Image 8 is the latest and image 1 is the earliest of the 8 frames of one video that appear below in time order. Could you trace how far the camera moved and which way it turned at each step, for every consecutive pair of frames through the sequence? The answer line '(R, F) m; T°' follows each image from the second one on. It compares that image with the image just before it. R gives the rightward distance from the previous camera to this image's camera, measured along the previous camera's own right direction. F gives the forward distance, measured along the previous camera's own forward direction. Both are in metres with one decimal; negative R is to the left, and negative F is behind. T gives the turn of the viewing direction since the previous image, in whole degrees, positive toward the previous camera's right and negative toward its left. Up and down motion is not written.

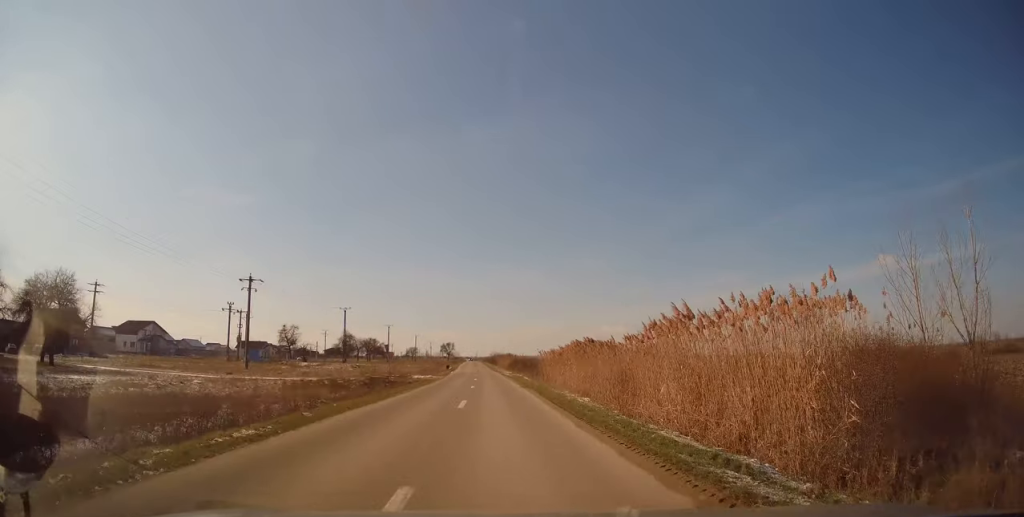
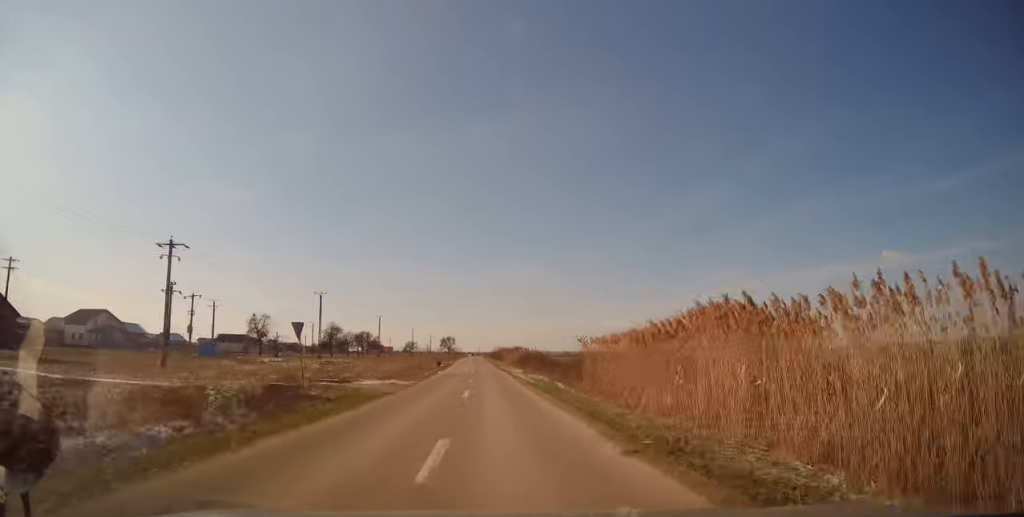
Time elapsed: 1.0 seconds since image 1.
(-0.4, +20.6) m; 0°
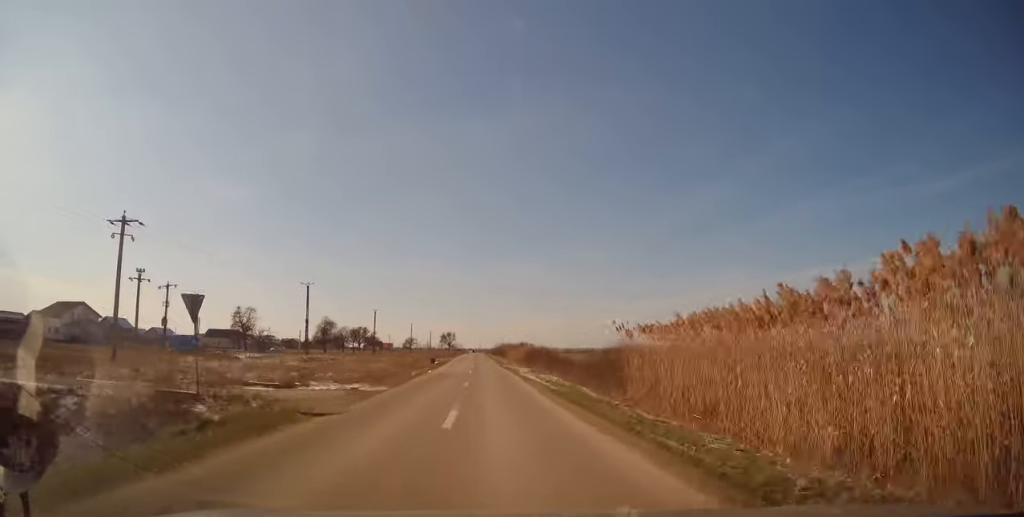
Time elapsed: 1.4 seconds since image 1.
(-0.1, +8.3) m; 0°
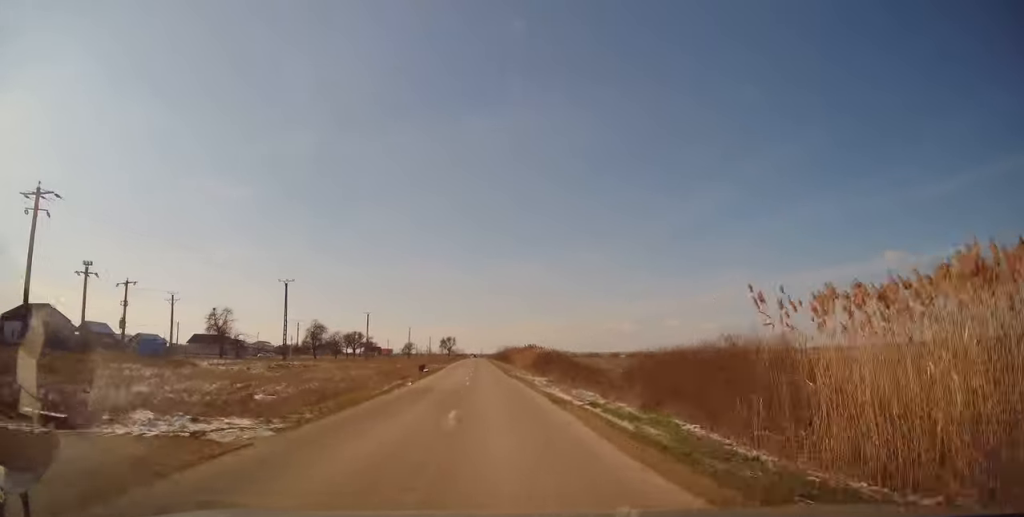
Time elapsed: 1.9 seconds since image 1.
(+0.3, +11.2) m; +1°
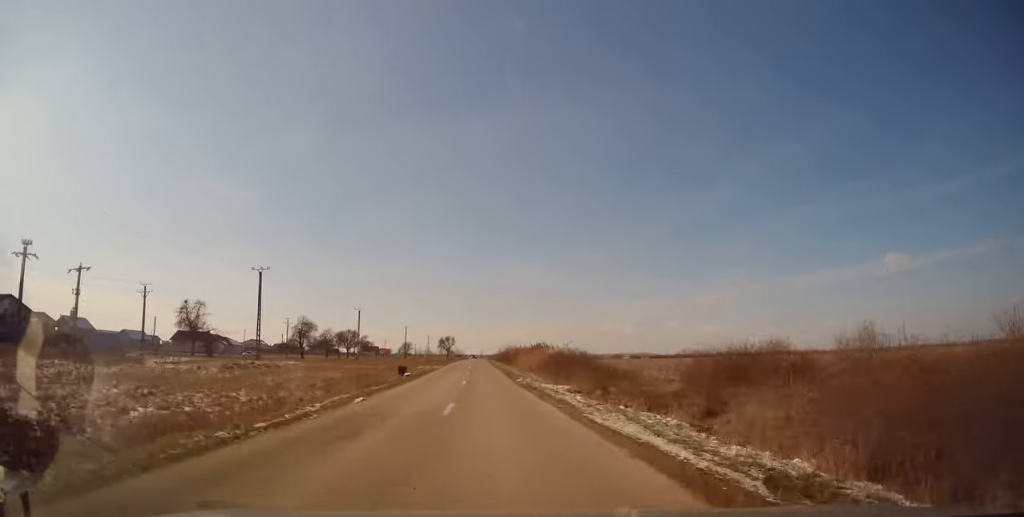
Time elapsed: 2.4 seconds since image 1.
(+0.1, +10.5) m; 0°
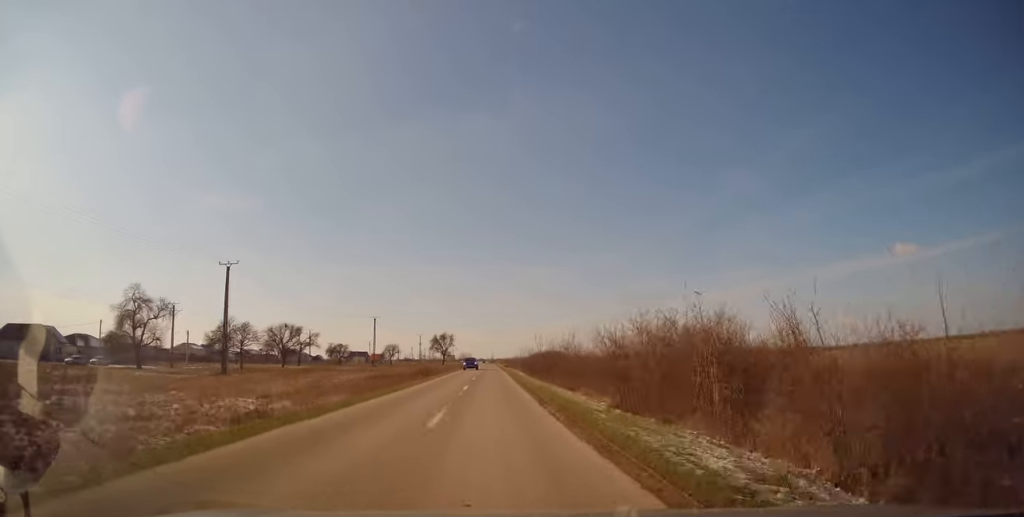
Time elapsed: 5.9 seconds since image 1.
(-1.5, +73.7) m; -1°
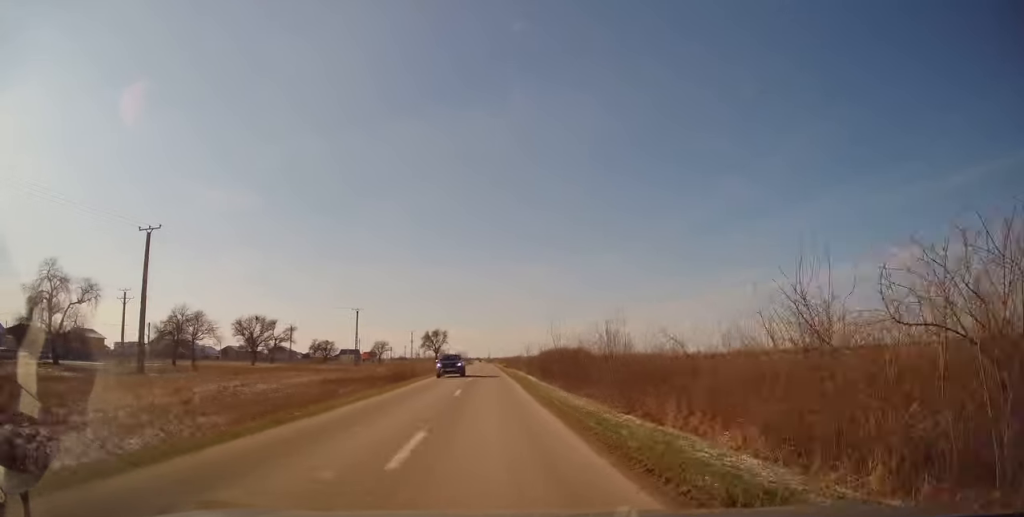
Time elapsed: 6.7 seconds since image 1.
(0.0, +16.0) m; 0°
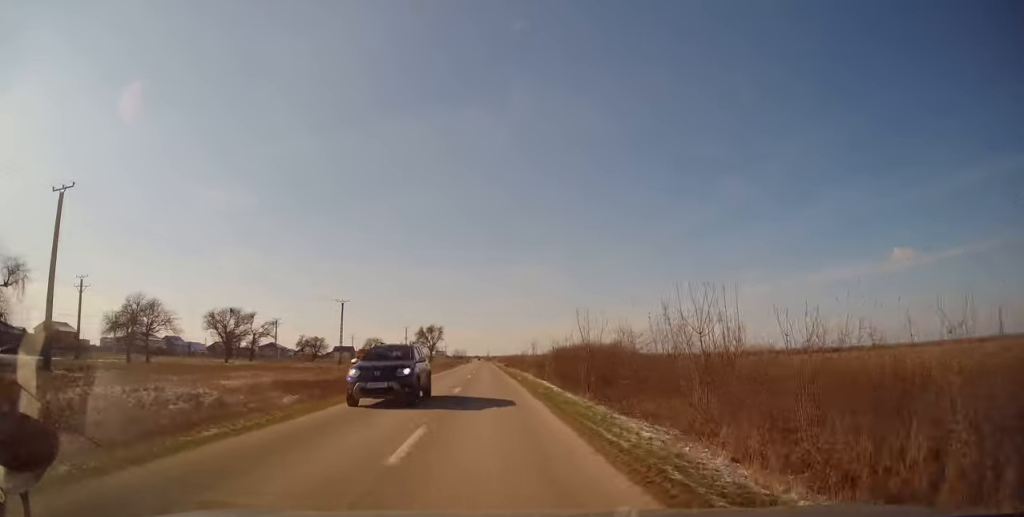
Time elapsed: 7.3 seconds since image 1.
(+0.3, +11.9) m; 0°
